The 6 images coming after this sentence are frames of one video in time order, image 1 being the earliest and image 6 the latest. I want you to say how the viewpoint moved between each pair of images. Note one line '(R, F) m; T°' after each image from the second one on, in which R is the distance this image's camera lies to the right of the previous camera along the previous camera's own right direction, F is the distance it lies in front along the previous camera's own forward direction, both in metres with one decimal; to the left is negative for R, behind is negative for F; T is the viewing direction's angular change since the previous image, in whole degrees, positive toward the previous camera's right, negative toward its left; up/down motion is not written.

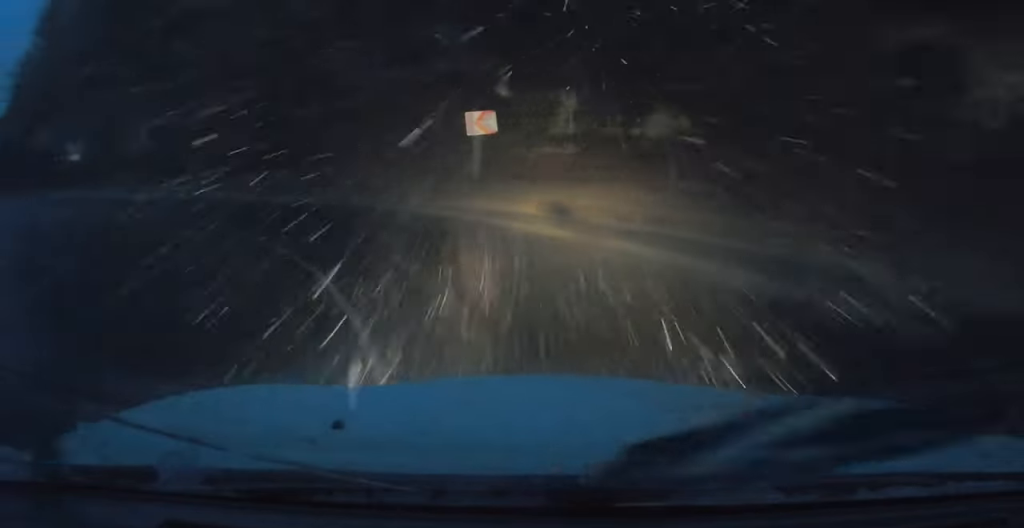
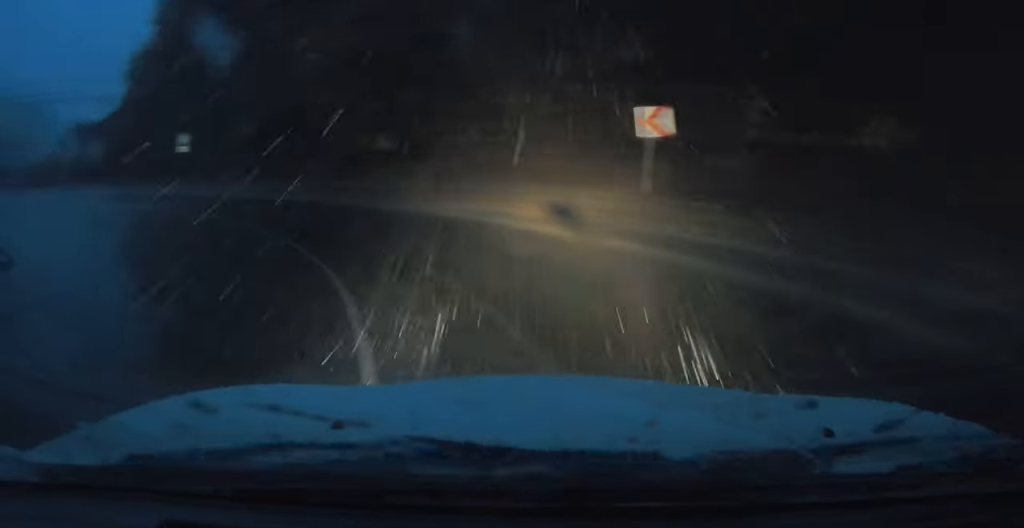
(-0.3, +4.4) m; -10°
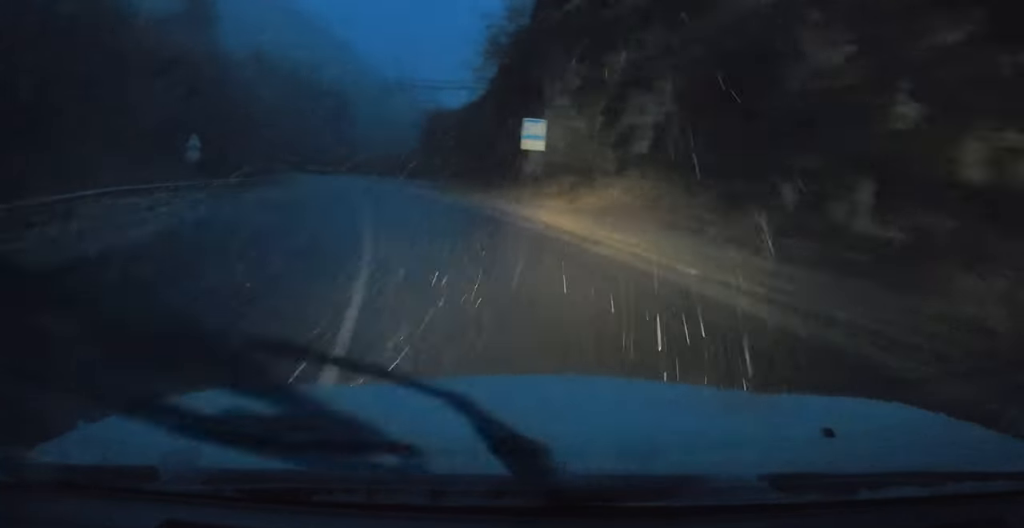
(-3.0, +17.3) m; -15°
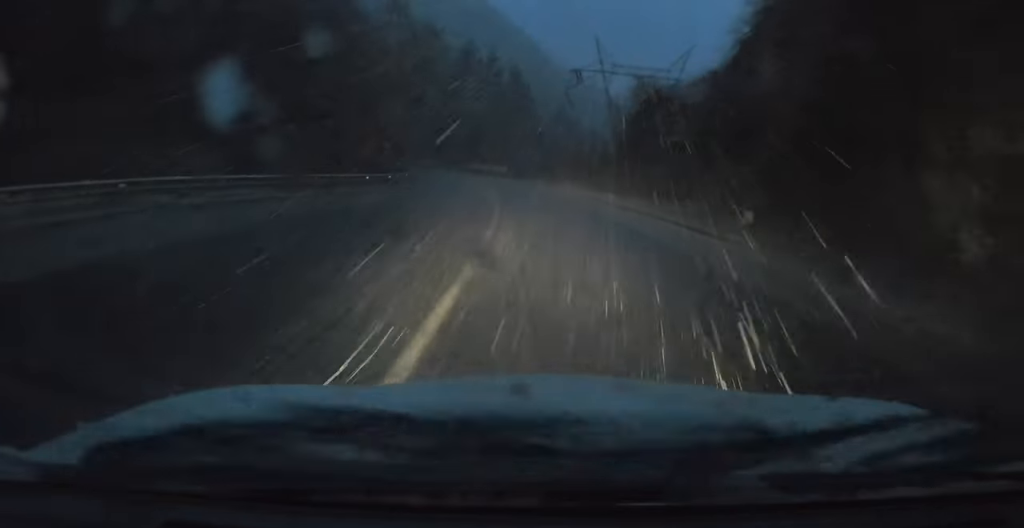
(-1.4, +26.7) m; -4°
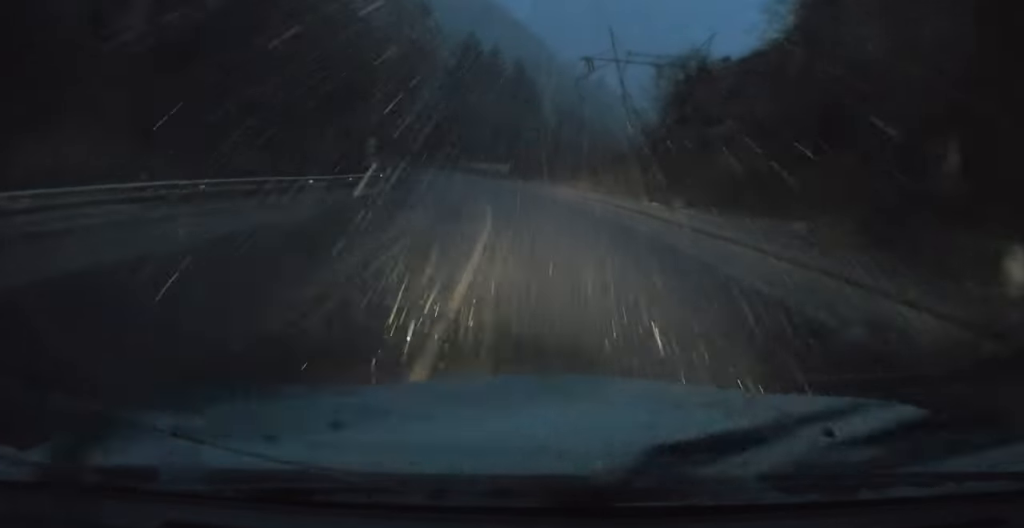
(-0.1, +9.0) m; -1°
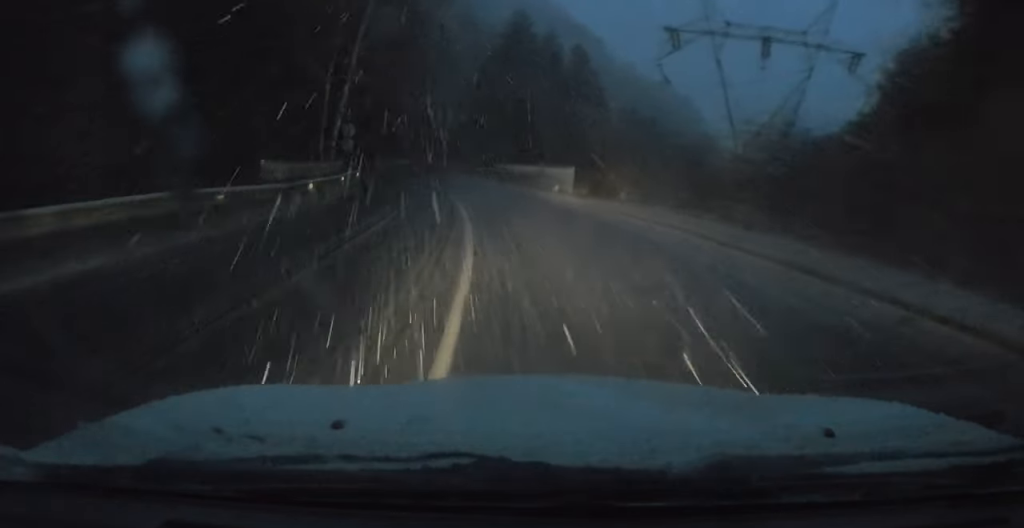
(-0.4, +20.6) m; -5°
